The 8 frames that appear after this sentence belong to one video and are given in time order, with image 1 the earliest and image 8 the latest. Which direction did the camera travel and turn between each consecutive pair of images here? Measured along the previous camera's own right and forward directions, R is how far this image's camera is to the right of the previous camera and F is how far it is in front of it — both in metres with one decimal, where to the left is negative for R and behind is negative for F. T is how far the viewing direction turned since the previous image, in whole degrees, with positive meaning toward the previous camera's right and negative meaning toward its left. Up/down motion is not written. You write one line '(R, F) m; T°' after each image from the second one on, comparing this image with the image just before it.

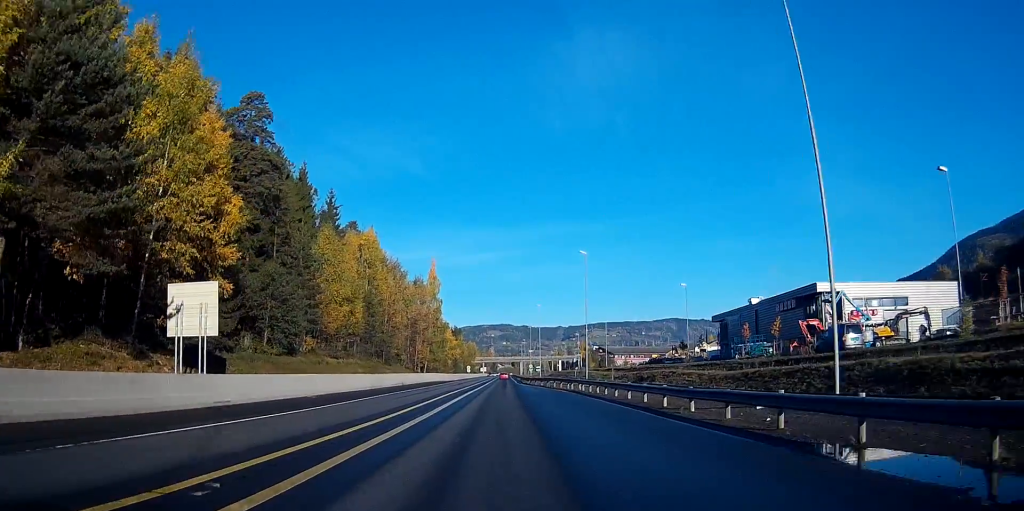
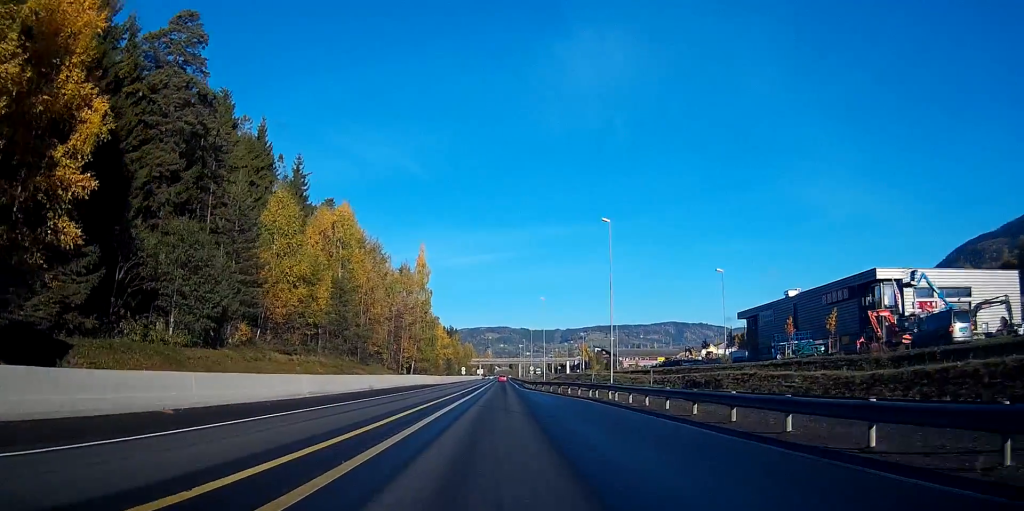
(0.0, +15.6) m; 0°
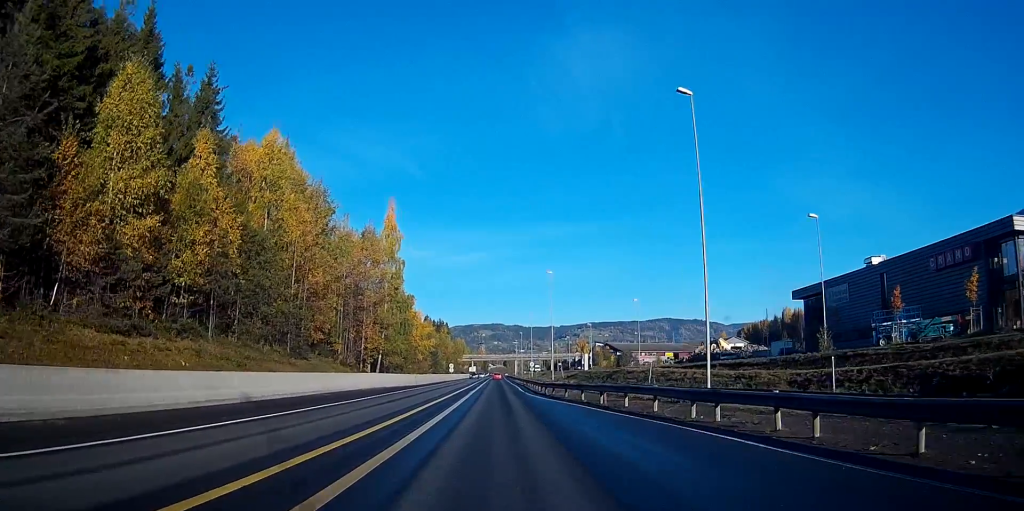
(+0.1, +24.9) m; +1°
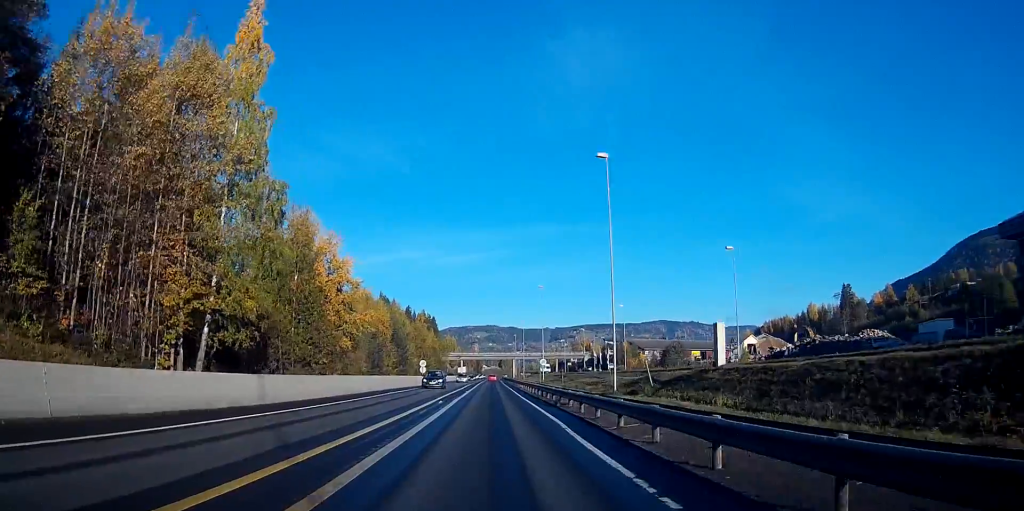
(+0.5, +46.3) m; +1°
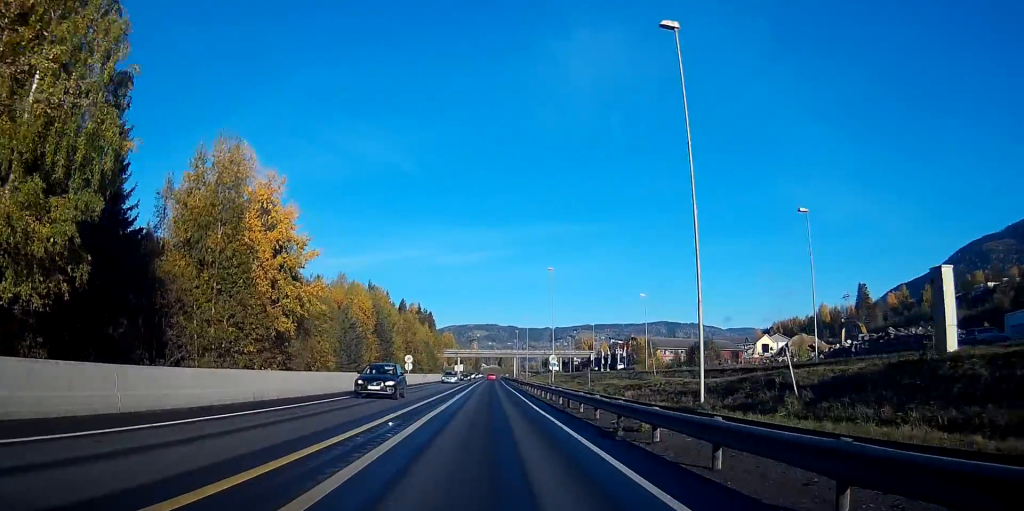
(0.0, +15.7) m; 0°
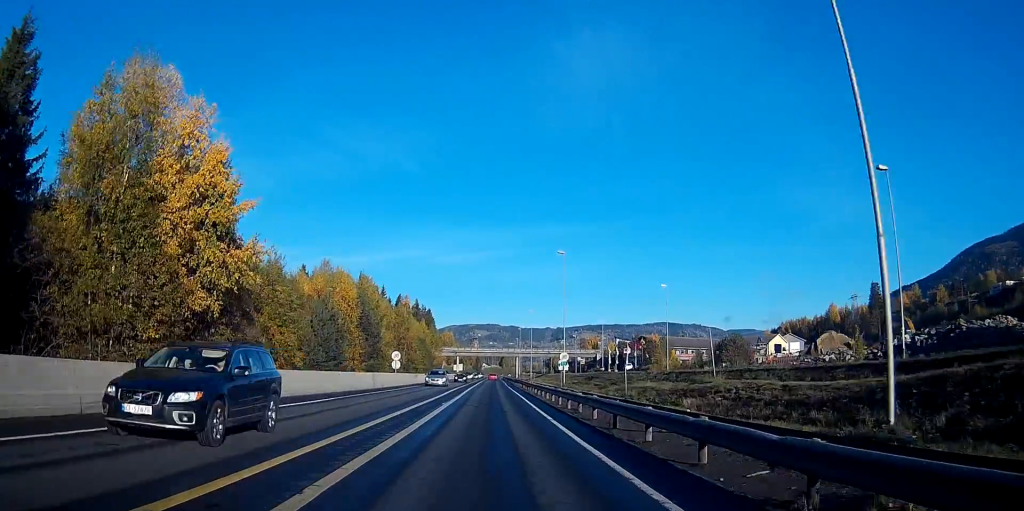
(0.0, +11.1) m; 0°
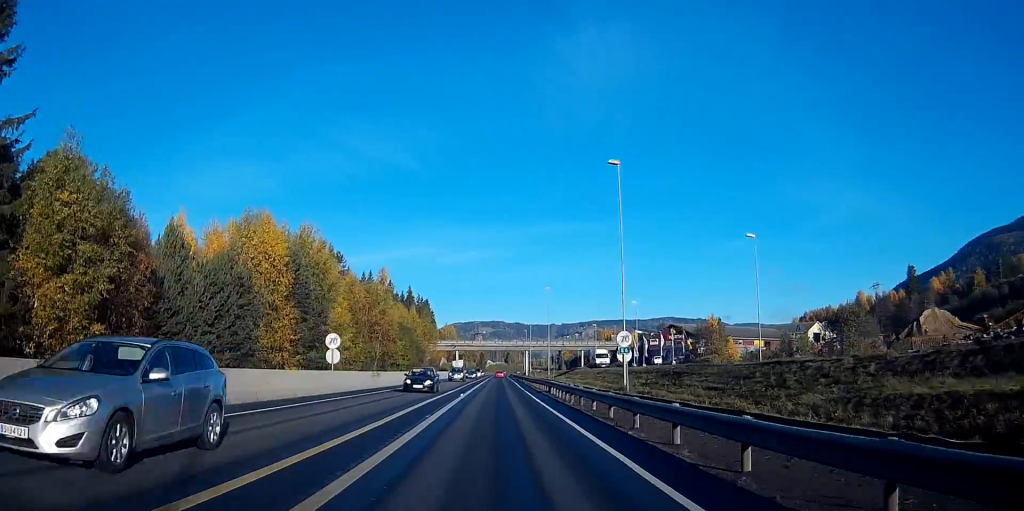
(+0.1, +28.9) m; 0°
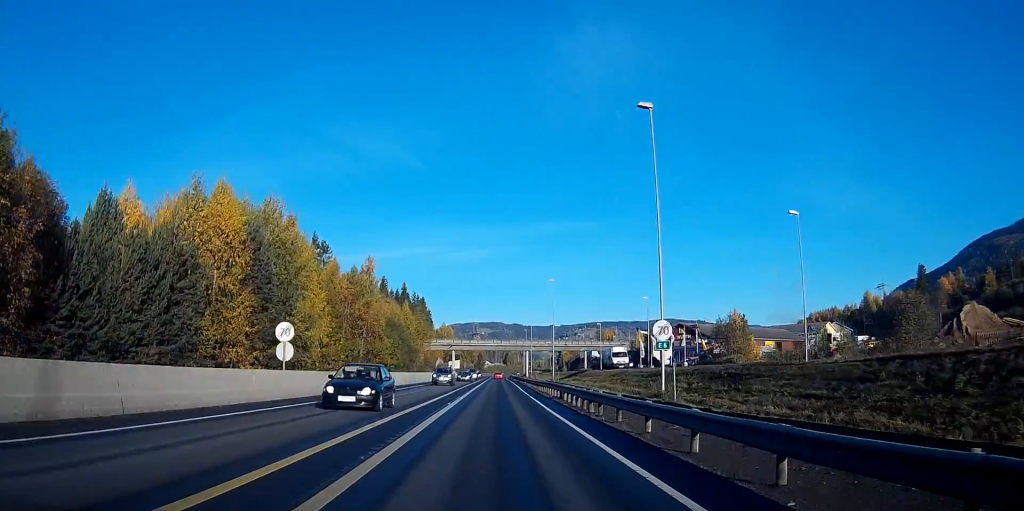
(0.0, +9.2) m; 0°
